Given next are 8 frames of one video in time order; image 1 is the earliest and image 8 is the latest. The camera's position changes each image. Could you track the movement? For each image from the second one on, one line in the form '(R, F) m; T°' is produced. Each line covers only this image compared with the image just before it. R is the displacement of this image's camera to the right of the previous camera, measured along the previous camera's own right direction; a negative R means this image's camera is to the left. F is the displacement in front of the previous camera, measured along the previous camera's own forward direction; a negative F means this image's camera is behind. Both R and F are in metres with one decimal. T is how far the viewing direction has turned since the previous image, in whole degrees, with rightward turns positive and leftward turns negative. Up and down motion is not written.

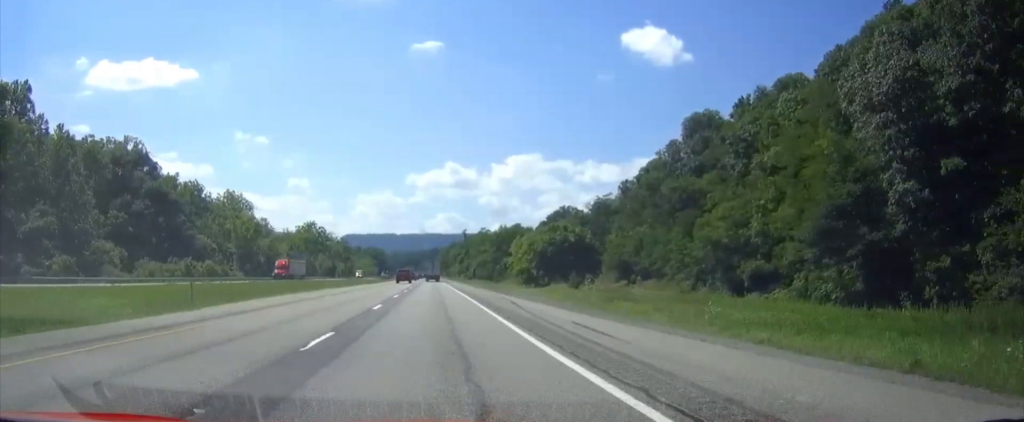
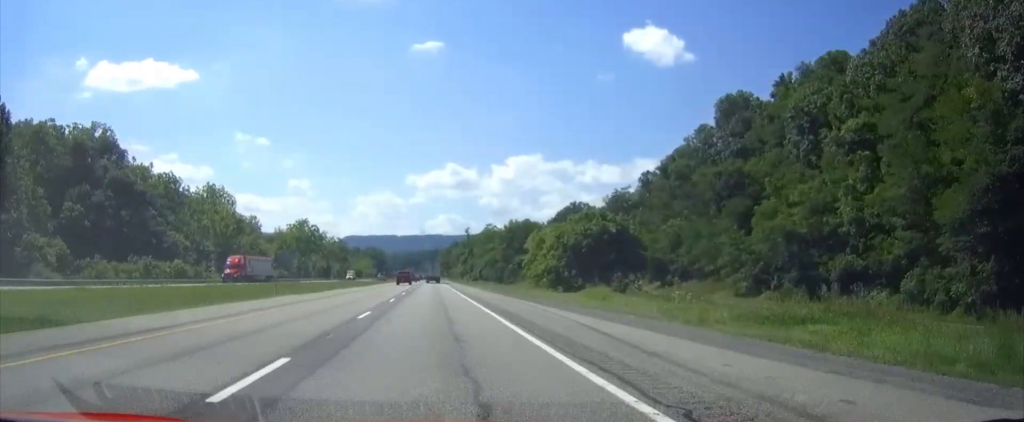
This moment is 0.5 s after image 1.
(0.0, +16.7) m; 0°
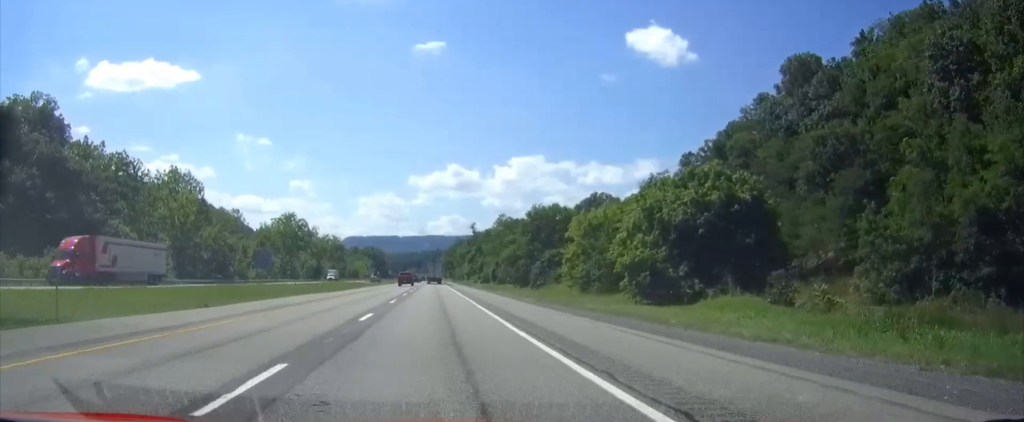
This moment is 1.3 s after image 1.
(0.0, +25.1) m; 0°
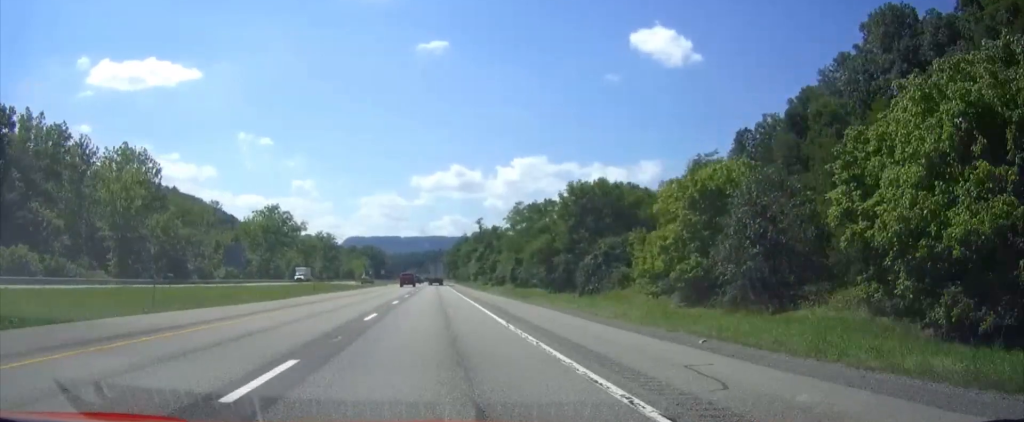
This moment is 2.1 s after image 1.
(+0.1, +23.9) m; 0°
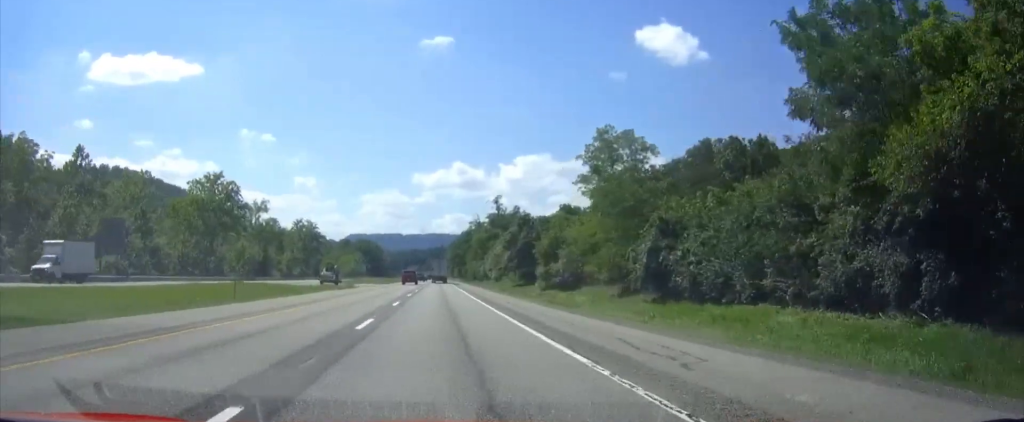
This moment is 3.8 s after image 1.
(0.0, +52.1) m; 0°
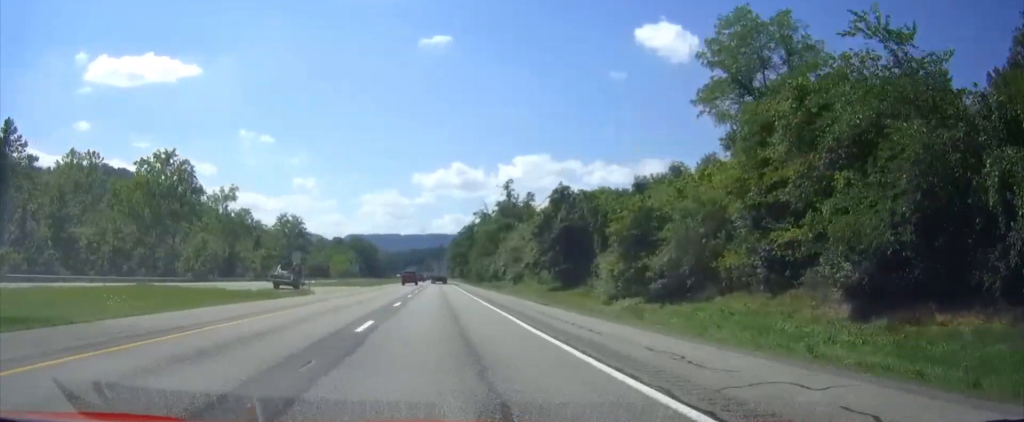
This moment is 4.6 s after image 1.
(0.0, +25.1) m; 0°
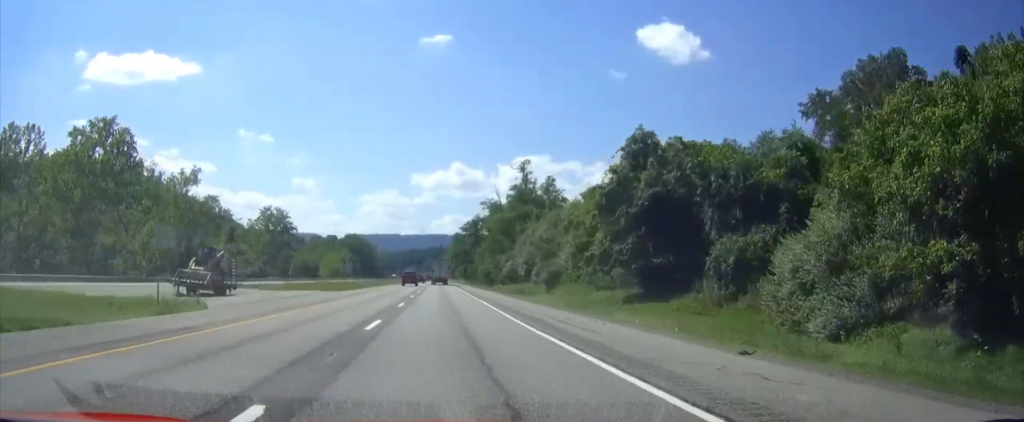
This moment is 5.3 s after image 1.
(0.0, +23.1) m; 0°
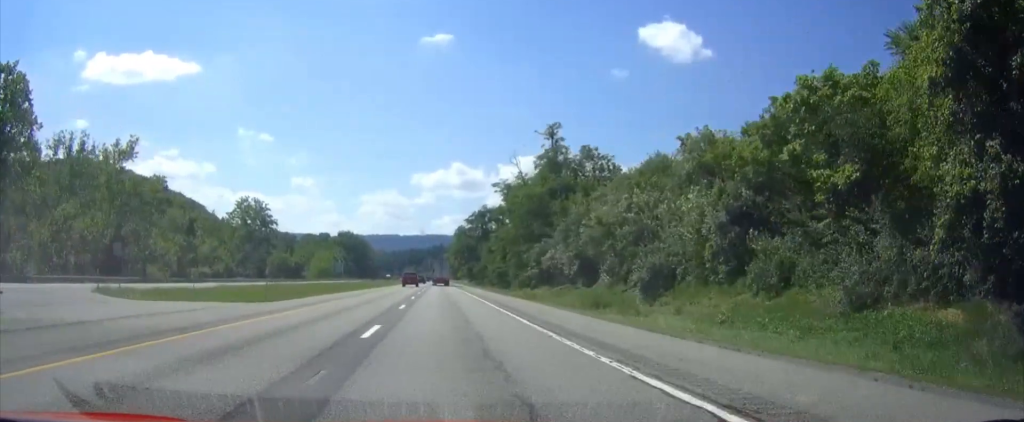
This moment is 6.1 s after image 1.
(0.0, +26.4) m; 0°
